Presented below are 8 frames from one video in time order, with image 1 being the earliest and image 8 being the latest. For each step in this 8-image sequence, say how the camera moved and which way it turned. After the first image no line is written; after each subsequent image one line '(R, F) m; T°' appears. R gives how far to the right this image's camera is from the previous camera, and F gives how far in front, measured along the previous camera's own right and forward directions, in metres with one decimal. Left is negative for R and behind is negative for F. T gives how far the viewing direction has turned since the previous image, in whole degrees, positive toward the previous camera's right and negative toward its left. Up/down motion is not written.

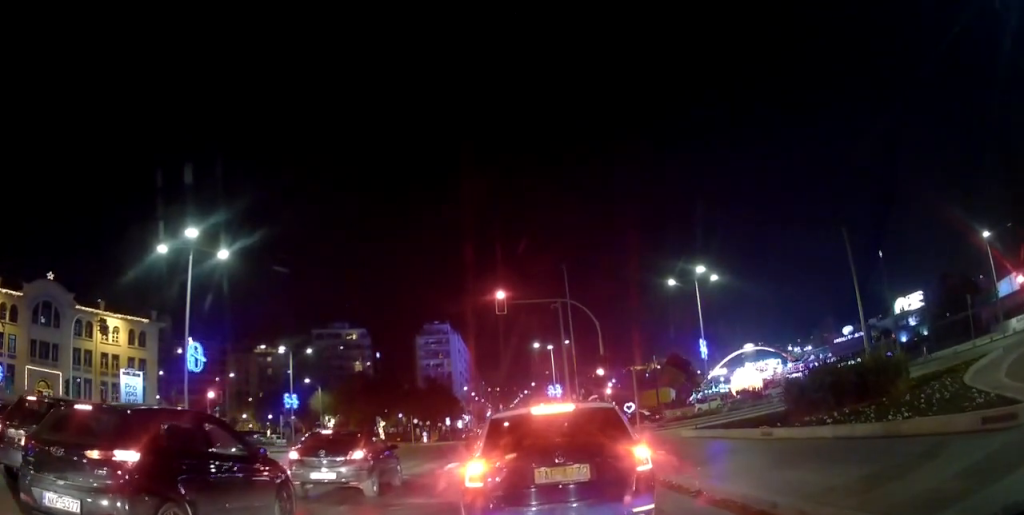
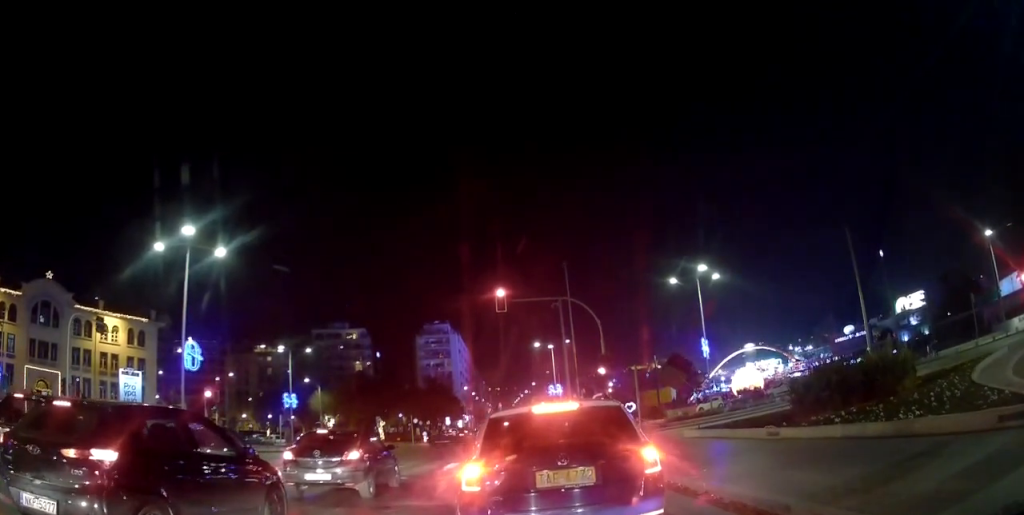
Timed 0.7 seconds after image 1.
(0.0, +0.5) m; 0°
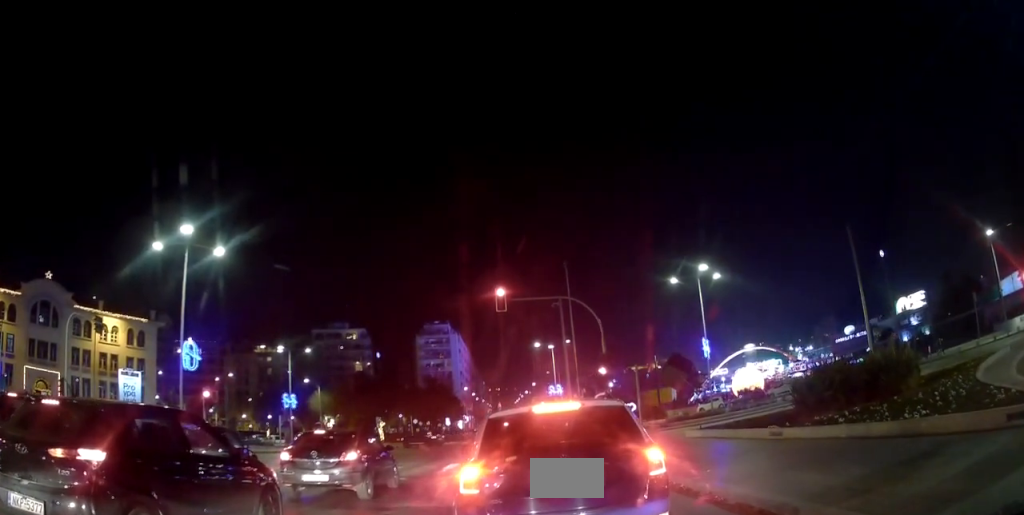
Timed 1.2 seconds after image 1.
(0.0, +0.3) m; 0°
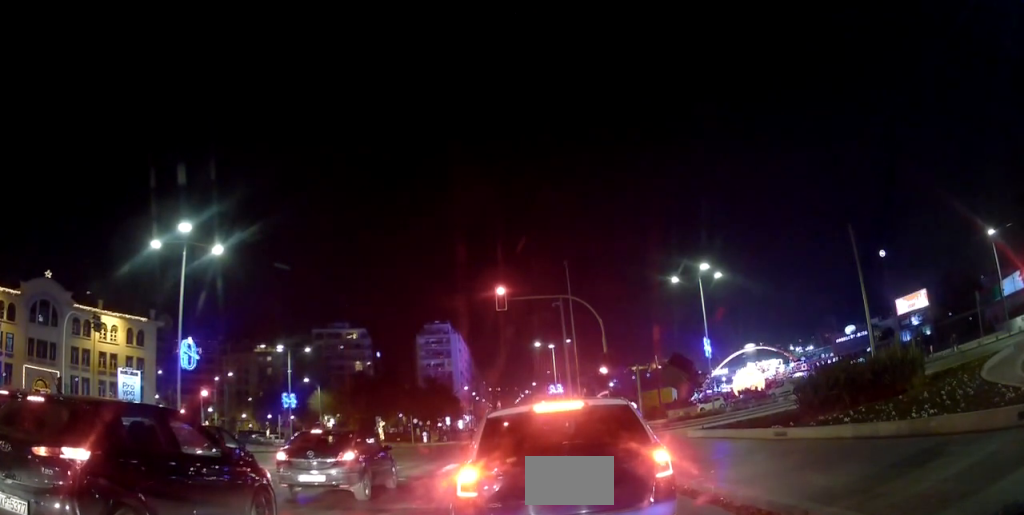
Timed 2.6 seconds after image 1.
(0.0, +0.7) m; 0°
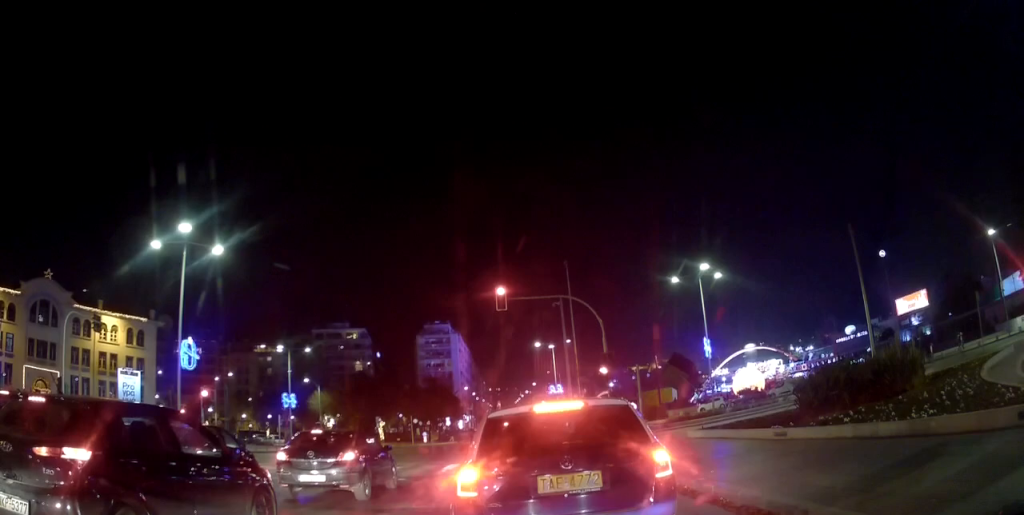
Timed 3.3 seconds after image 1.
(+0.1, +0.2) m; 0°
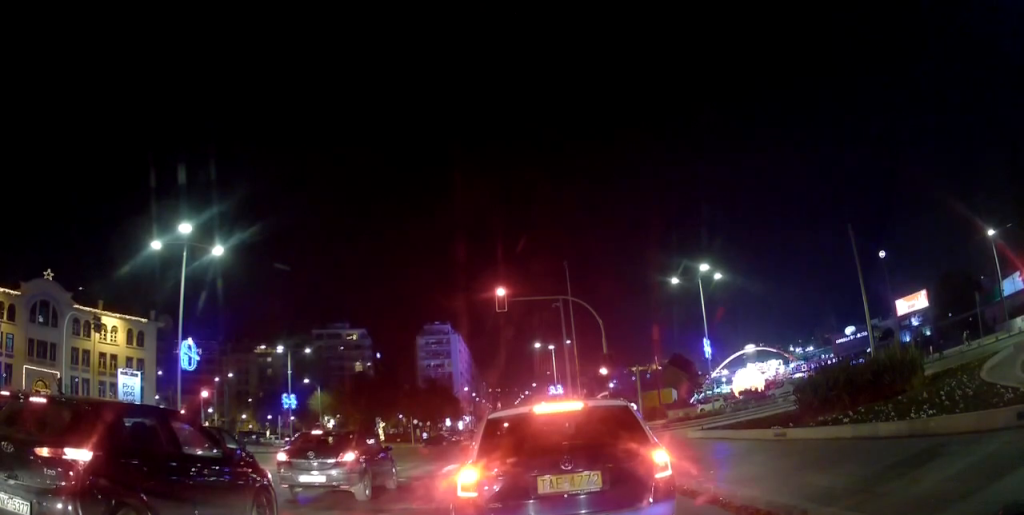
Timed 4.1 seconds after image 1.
(+0.2, +0.1) m; 0°
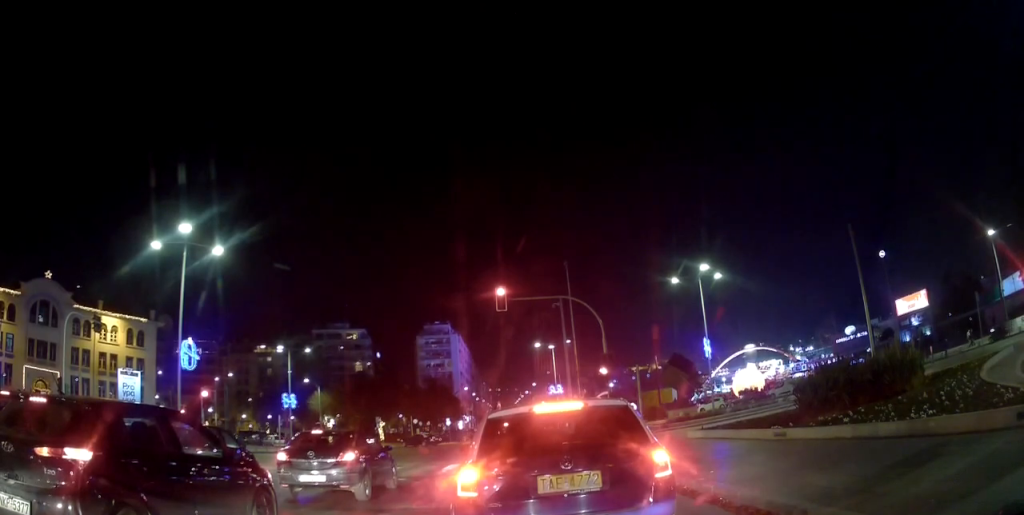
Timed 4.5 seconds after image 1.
(+0.2, 0.0) m; 0°
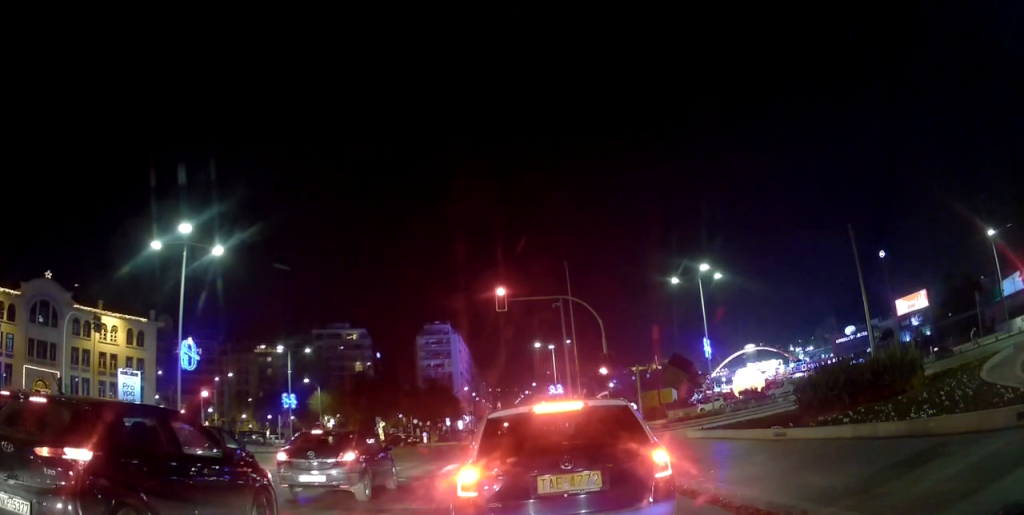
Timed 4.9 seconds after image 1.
(+0.1, 0.0) m; 0°
